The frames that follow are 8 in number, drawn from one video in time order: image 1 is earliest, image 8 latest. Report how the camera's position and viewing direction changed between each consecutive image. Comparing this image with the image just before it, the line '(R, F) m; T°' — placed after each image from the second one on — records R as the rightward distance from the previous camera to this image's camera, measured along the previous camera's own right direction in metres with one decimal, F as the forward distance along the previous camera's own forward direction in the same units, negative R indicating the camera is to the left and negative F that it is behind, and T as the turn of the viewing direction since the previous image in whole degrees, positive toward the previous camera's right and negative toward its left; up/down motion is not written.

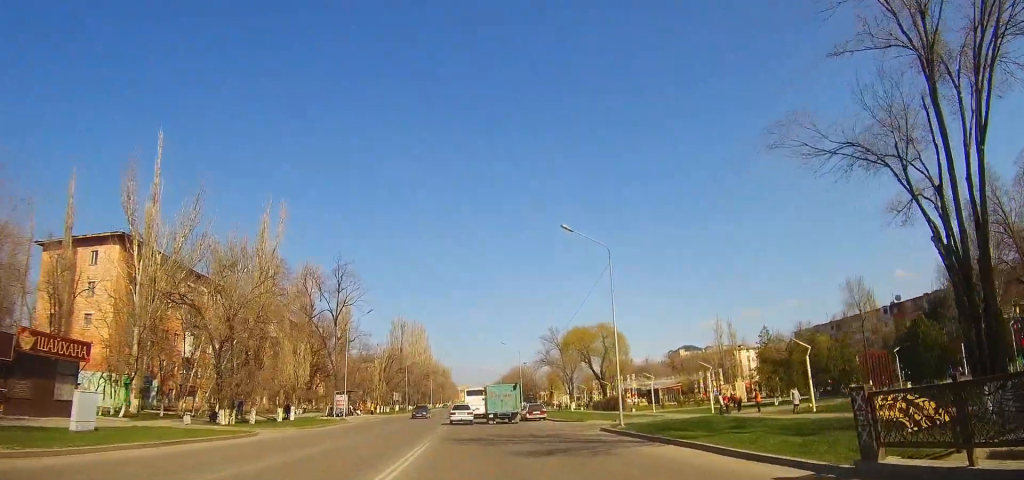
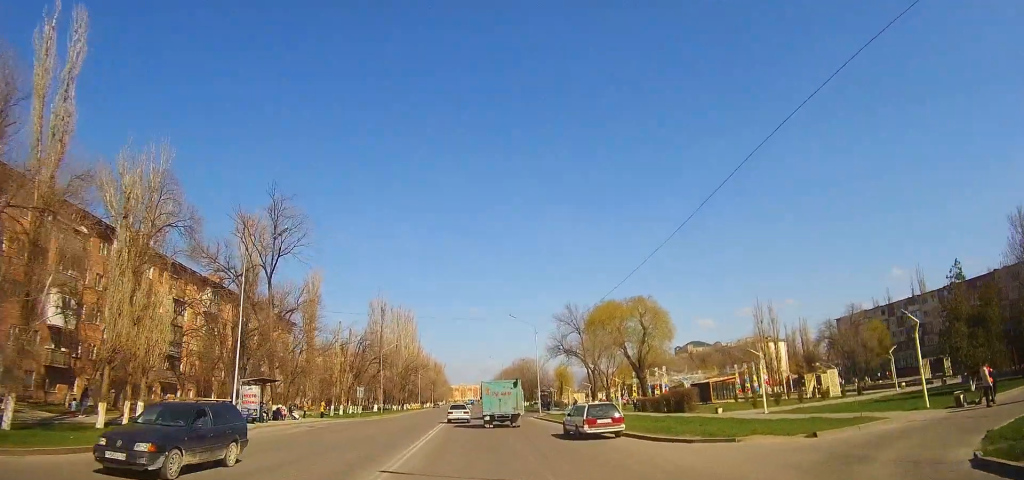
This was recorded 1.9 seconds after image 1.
(+0.1, +23.6) m; +1°
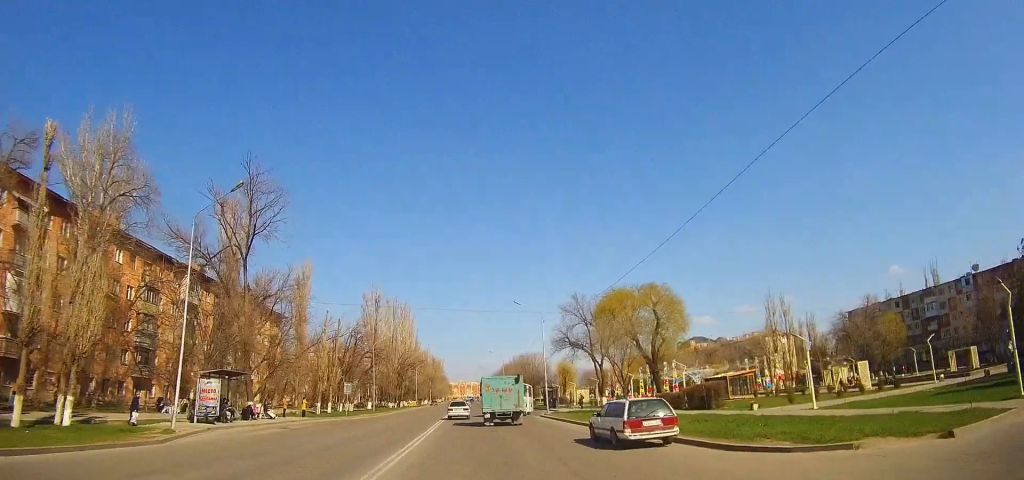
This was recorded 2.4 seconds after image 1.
(0.0, +5.5) m; 0°
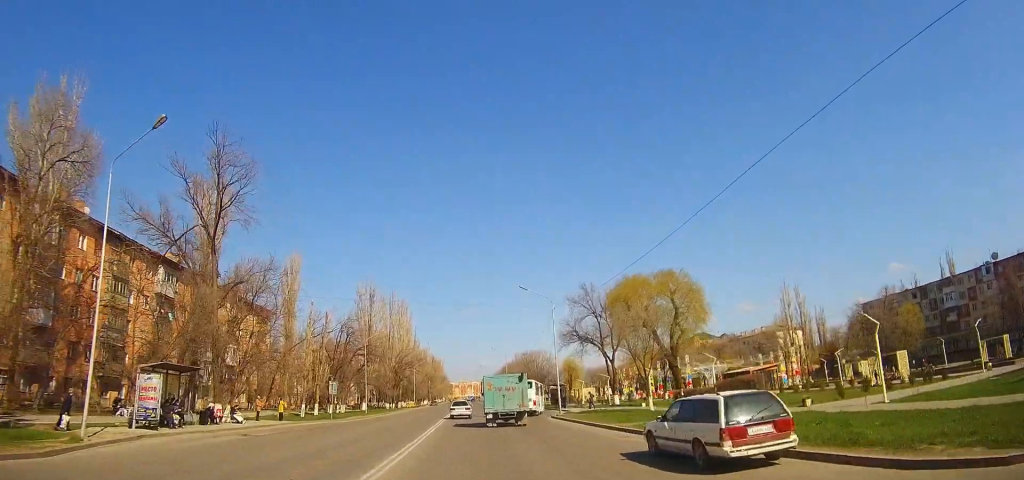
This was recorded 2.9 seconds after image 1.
(0.0, +6.3) m; 0°
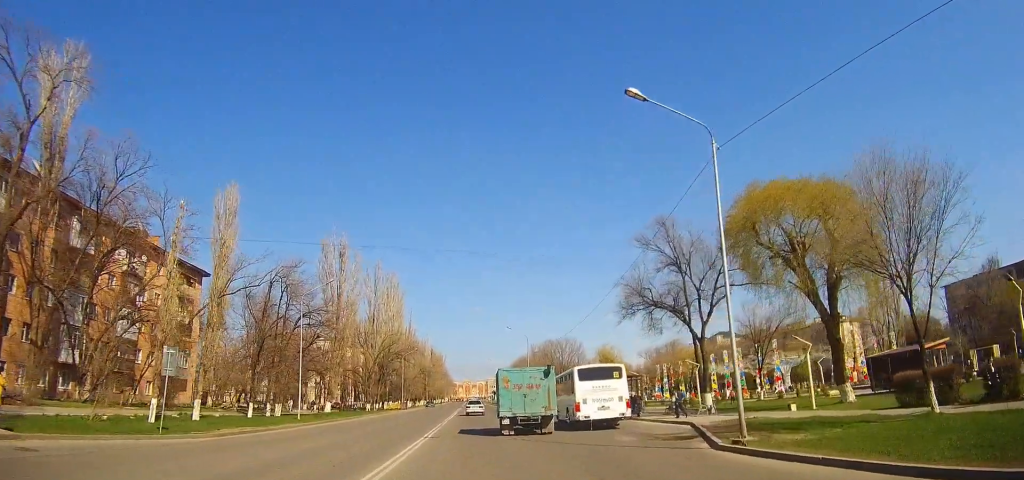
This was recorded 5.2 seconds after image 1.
(-0.2, +27.4) m; -1°
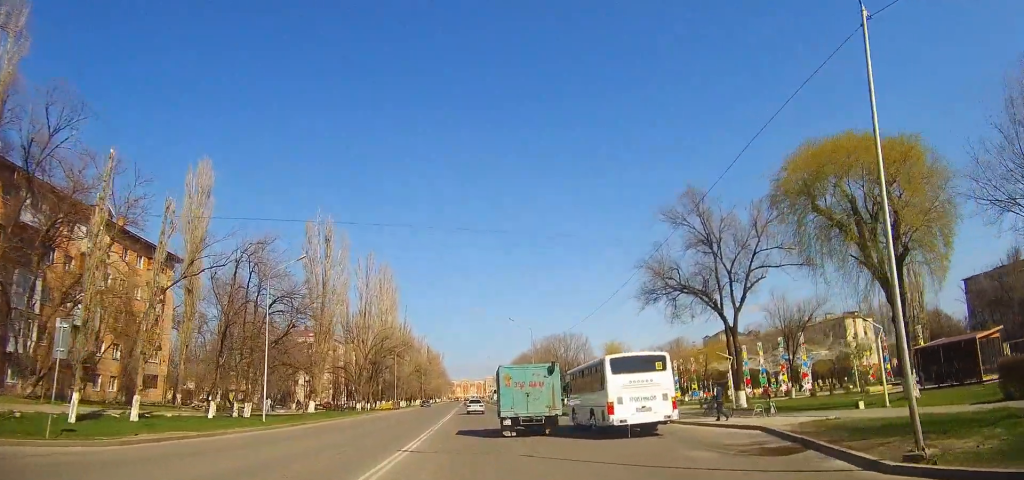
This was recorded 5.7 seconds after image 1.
(0.0, +6.4) m; 0°
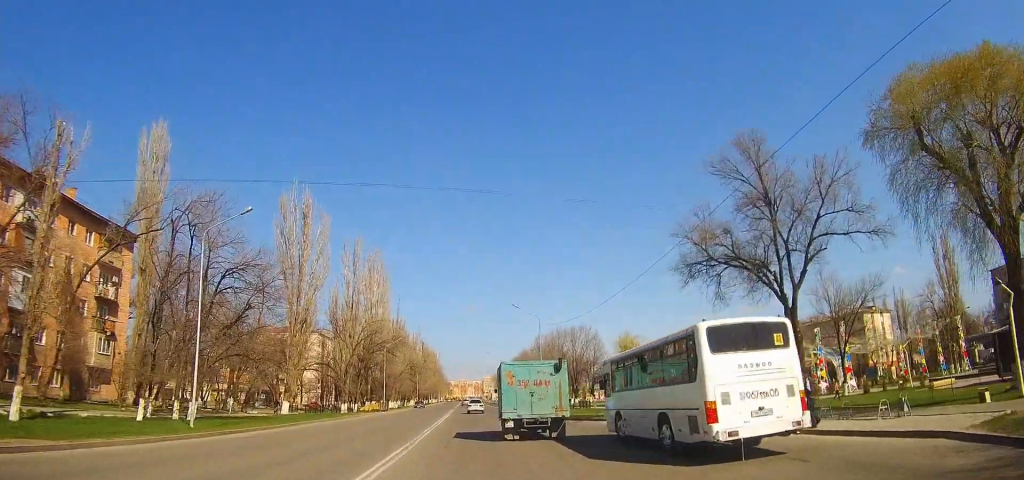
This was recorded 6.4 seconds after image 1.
(0.0, +8.2) m; 0°
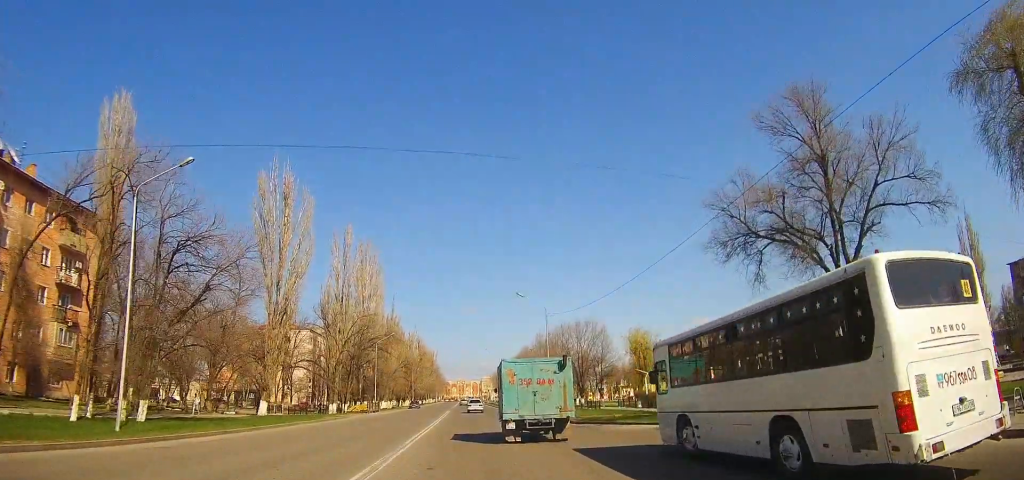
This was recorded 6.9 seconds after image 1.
(0.0, +5.8) m; 0°
